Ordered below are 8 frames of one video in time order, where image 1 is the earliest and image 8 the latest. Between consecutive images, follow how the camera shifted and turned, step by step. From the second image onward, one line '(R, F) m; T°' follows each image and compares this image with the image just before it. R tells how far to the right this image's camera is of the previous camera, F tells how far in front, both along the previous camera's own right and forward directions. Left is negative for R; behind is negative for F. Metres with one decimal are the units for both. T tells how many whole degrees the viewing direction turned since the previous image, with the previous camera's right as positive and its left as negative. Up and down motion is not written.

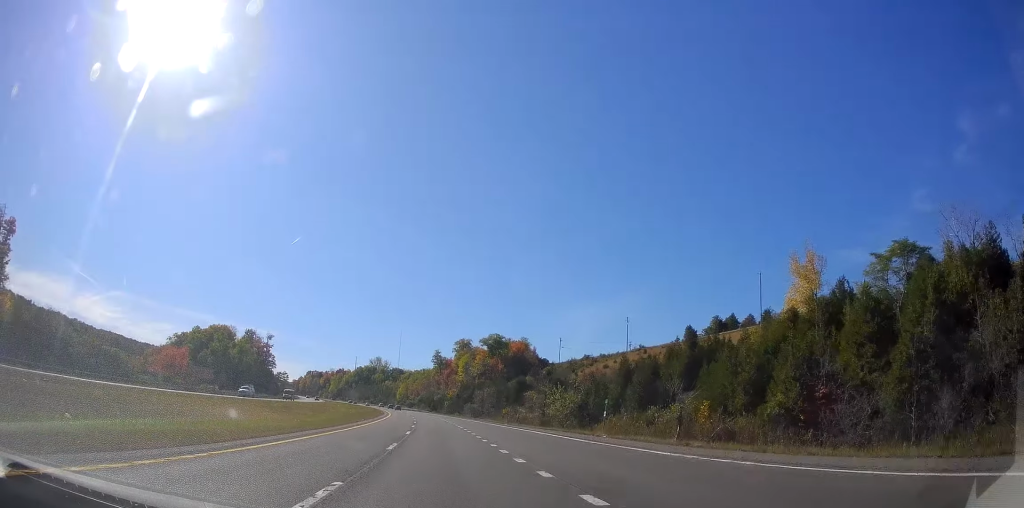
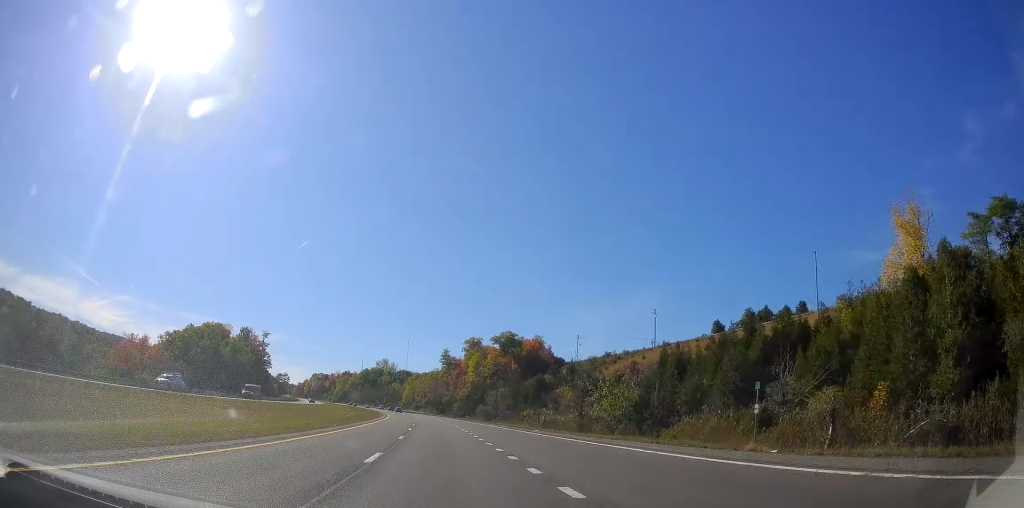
(-0.3, +17.4) m; -1°
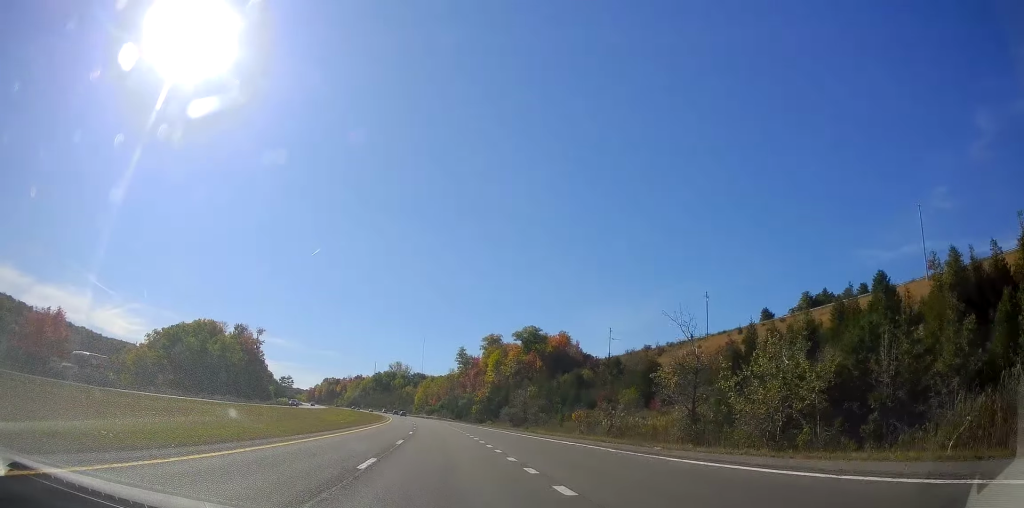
(0.0, +25.1) m; 0°
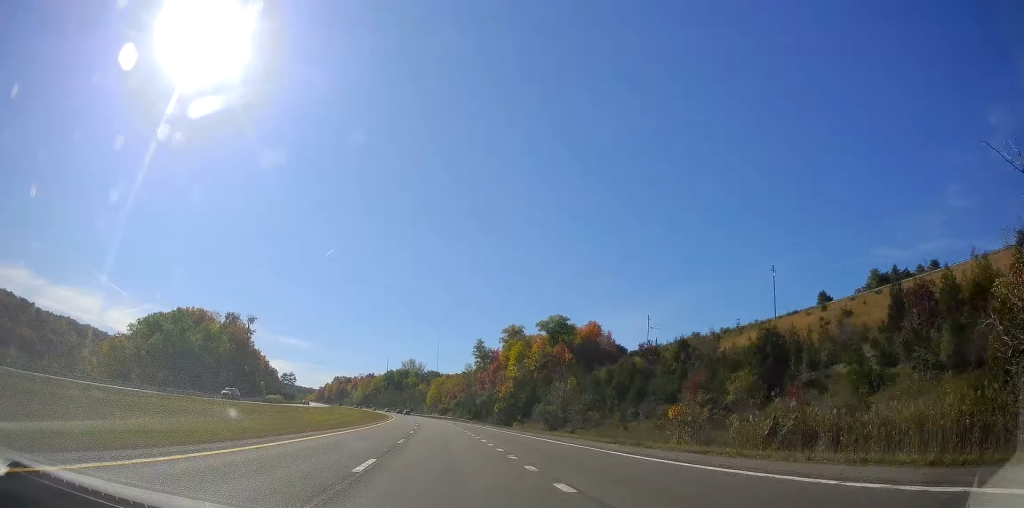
(0.0, +25.1) m; -1°
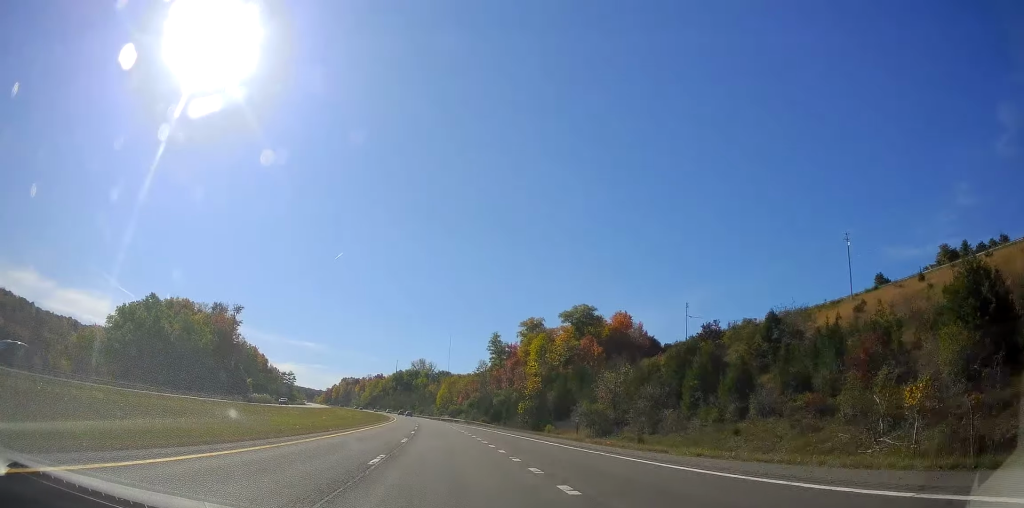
(-0.4, +22.2) m; -2°
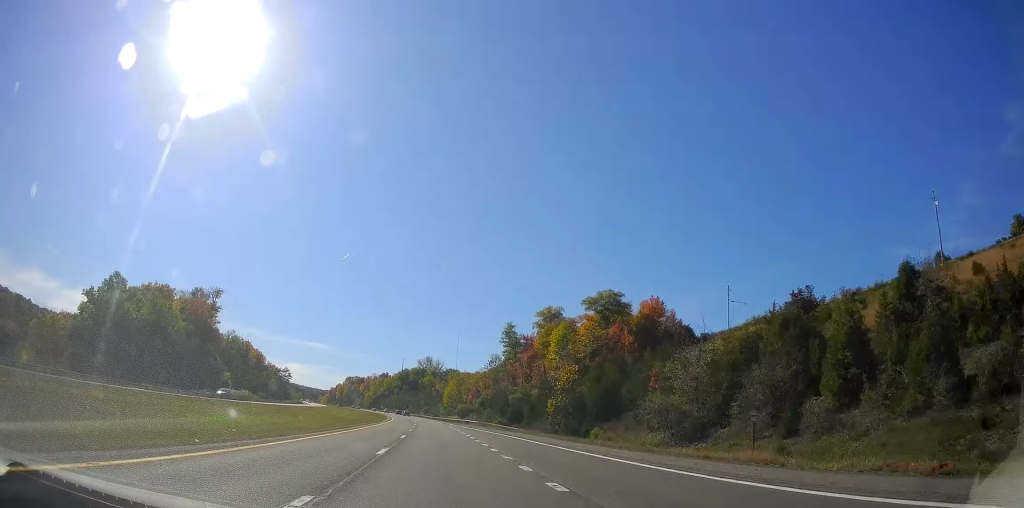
(-0.4, +21.2) m; -1°
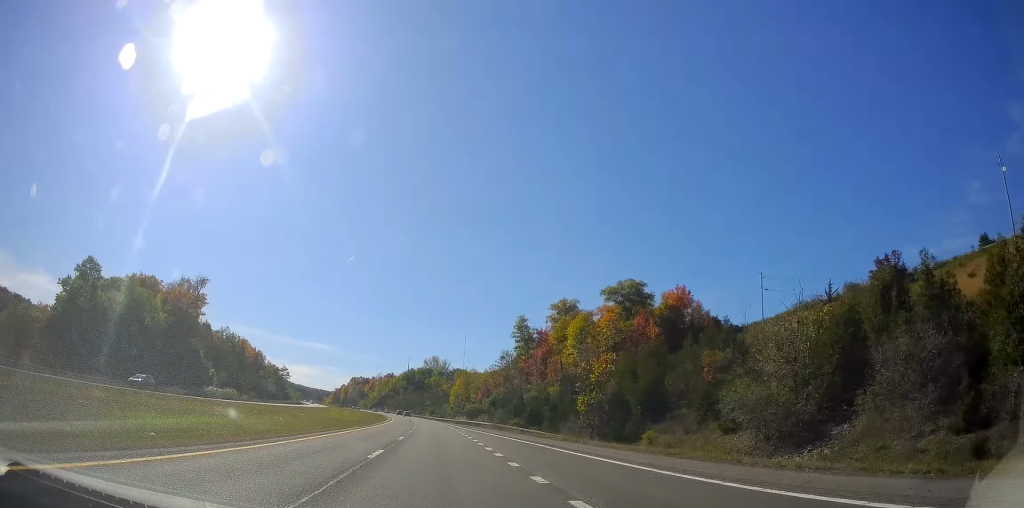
(-0.2, +13.4) m; -1°
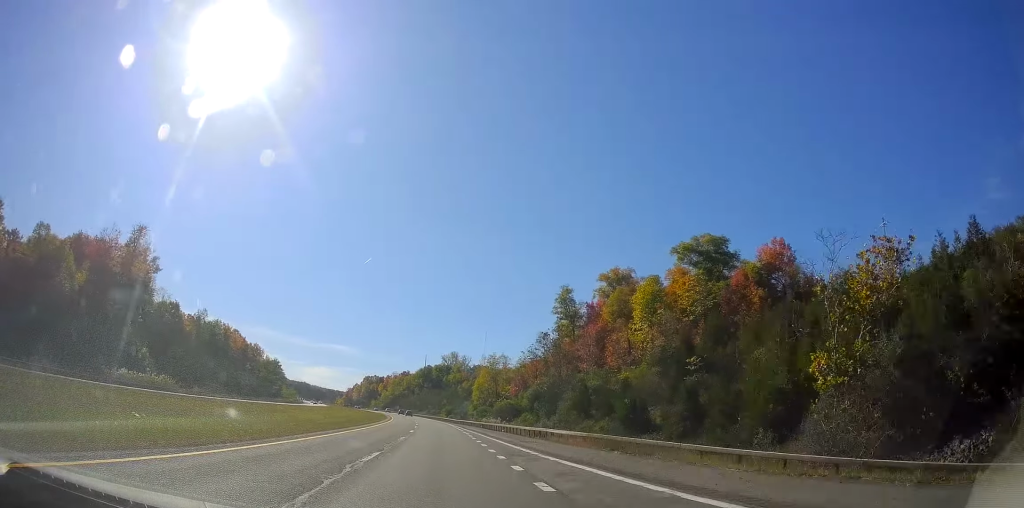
(-0.2, +37.6) m; -1°
